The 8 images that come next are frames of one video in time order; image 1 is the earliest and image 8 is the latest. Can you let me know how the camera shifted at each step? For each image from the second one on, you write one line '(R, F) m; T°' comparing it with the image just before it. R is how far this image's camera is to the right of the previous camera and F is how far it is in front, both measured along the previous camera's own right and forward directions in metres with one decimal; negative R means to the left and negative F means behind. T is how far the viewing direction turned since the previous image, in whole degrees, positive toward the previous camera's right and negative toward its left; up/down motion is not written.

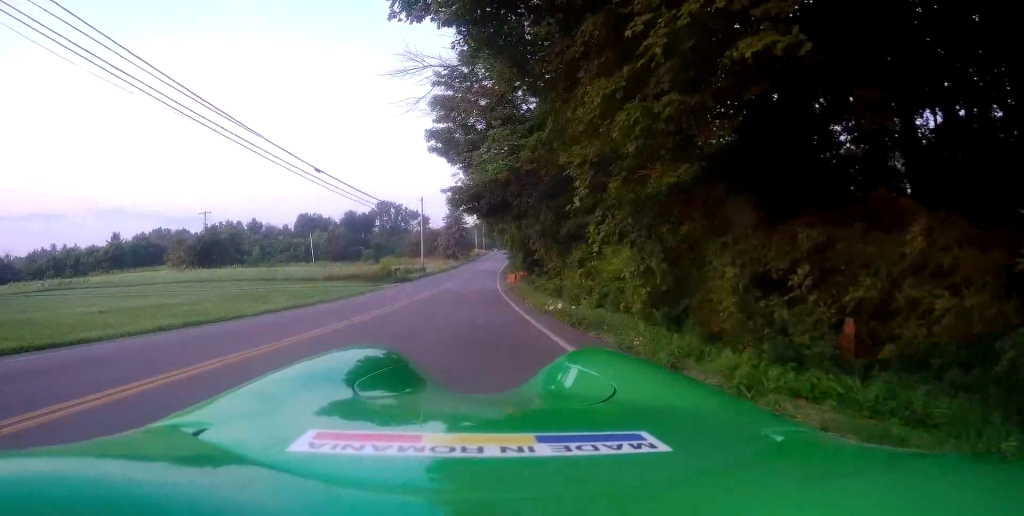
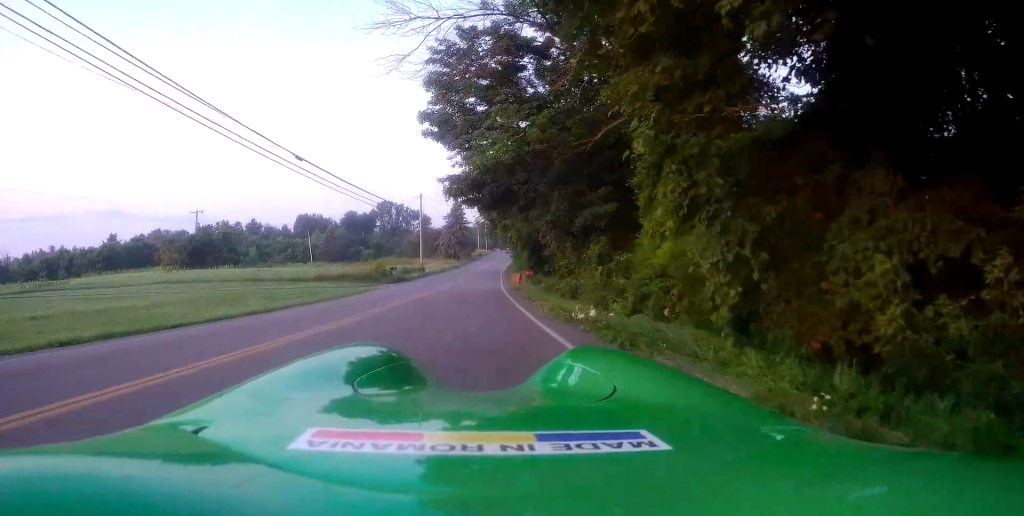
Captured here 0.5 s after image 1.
(-0.3, +3.8) m; -1°
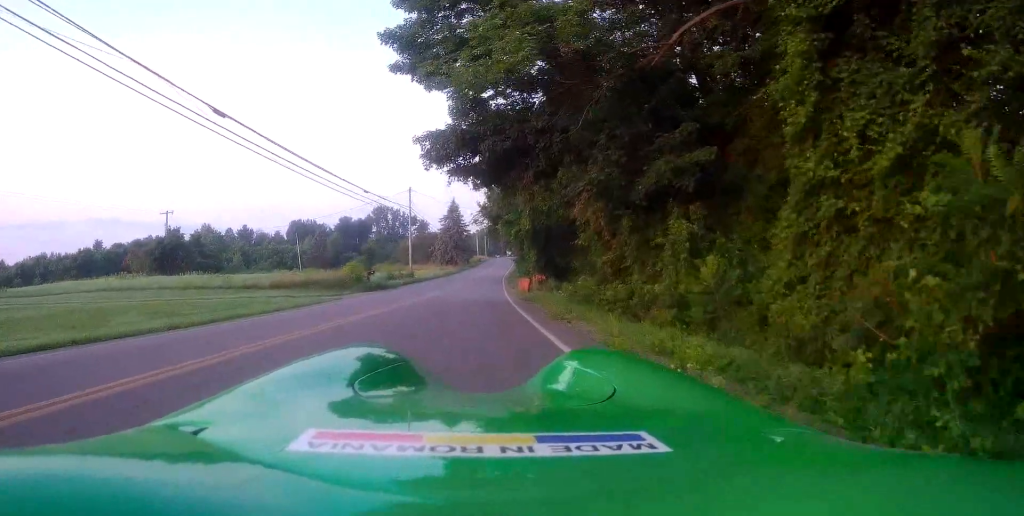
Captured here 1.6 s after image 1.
(-0.1, +9.6) m; +1°
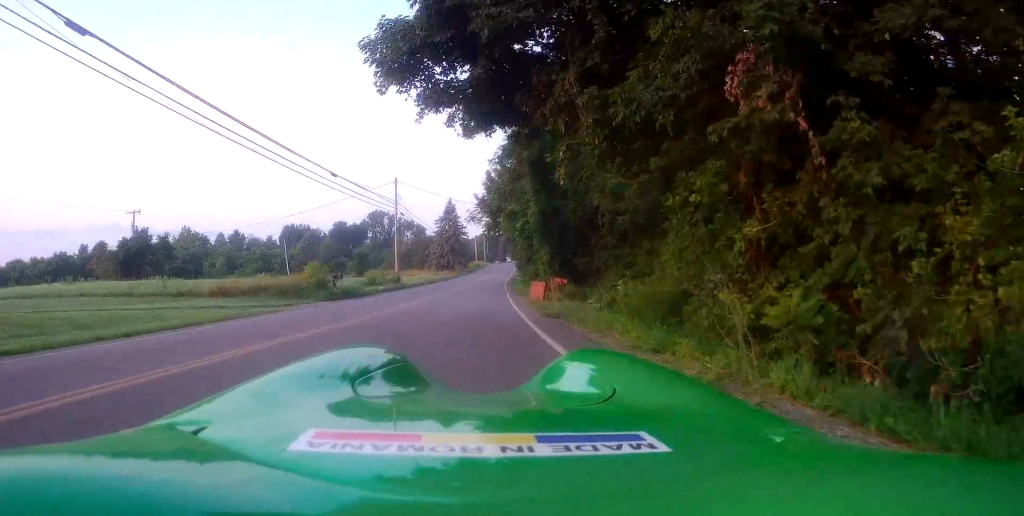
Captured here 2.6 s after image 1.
(+0.2, +9.0) m; +4°
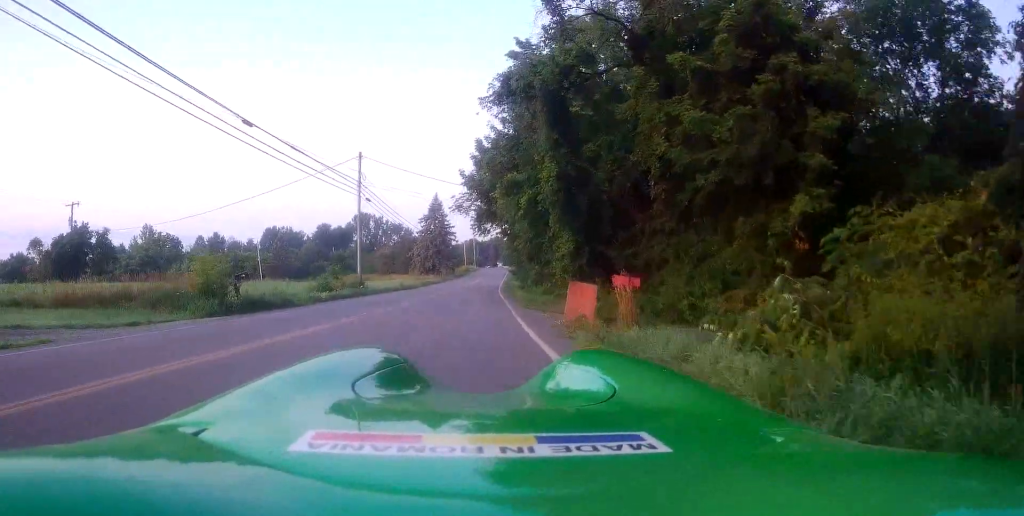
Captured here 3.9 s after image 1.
(+0.8, +11.7) m; +4°
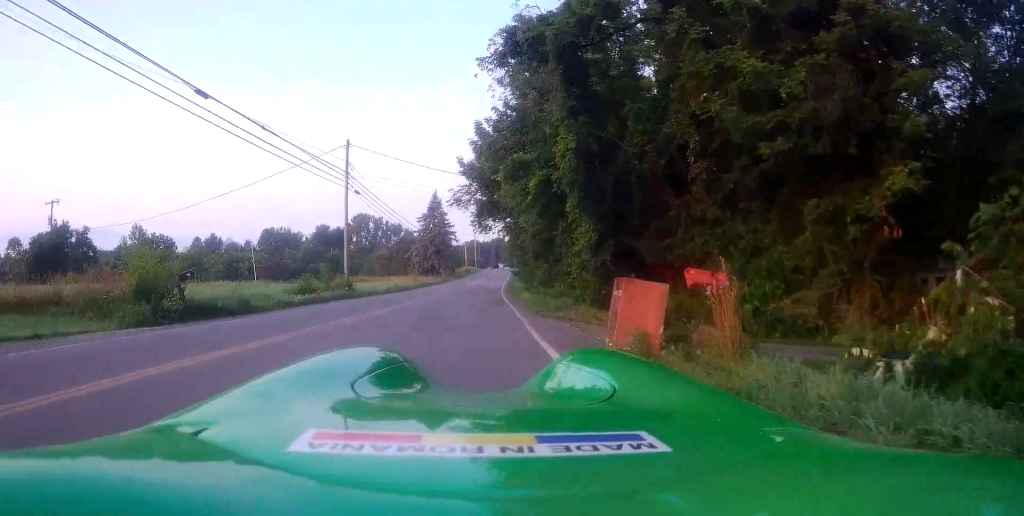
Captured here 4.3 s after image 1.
(-0.1, +4.2) m; -1°
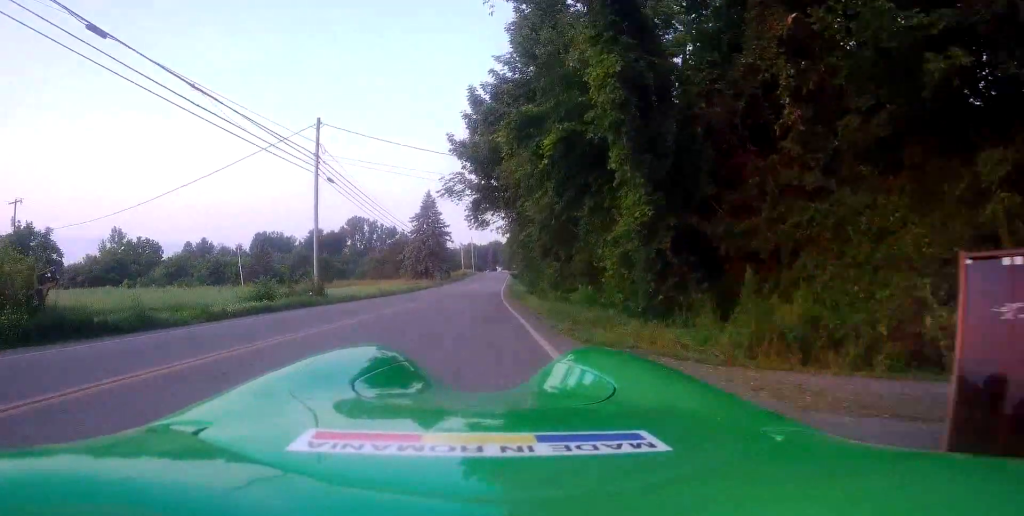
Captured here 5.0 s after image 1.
(-0.1, +5.7) m; -2°
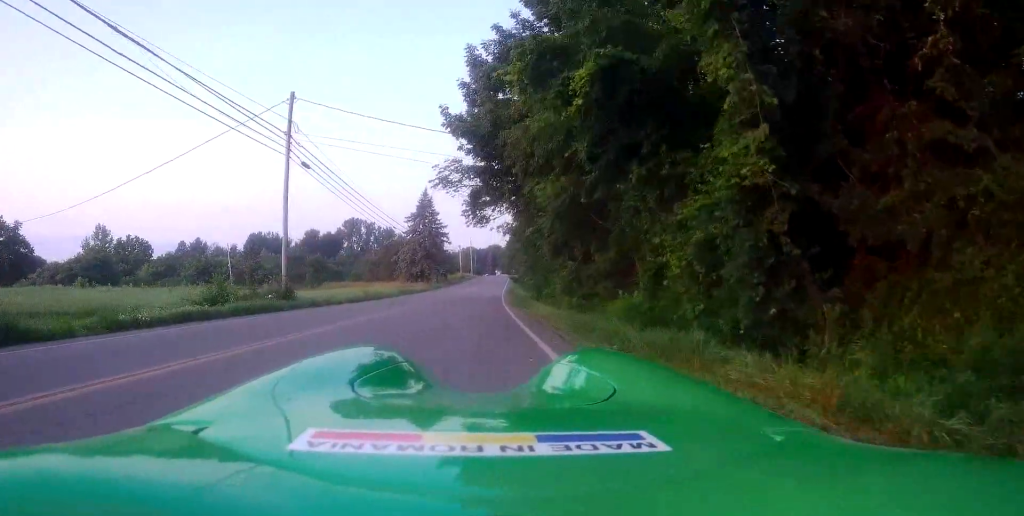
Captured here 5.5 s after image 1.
(-0.1, +4.7) m; -1°
